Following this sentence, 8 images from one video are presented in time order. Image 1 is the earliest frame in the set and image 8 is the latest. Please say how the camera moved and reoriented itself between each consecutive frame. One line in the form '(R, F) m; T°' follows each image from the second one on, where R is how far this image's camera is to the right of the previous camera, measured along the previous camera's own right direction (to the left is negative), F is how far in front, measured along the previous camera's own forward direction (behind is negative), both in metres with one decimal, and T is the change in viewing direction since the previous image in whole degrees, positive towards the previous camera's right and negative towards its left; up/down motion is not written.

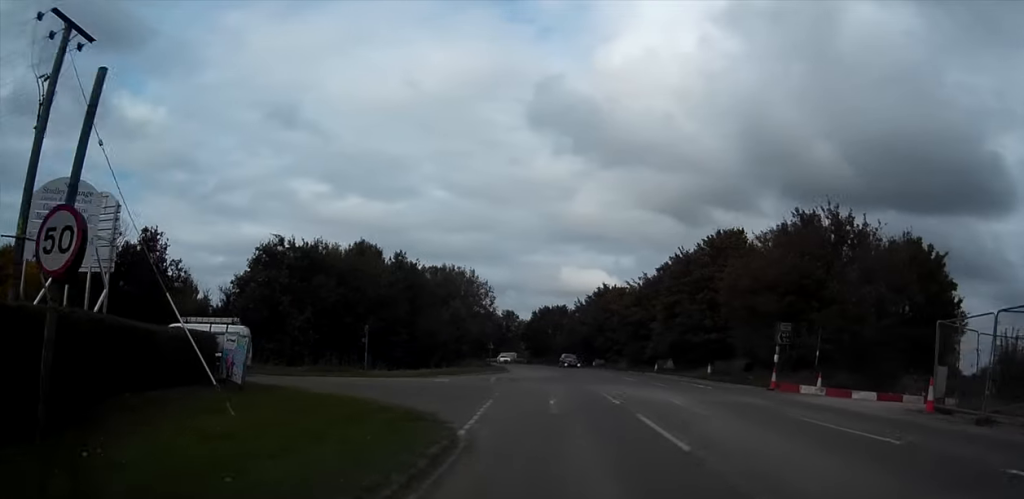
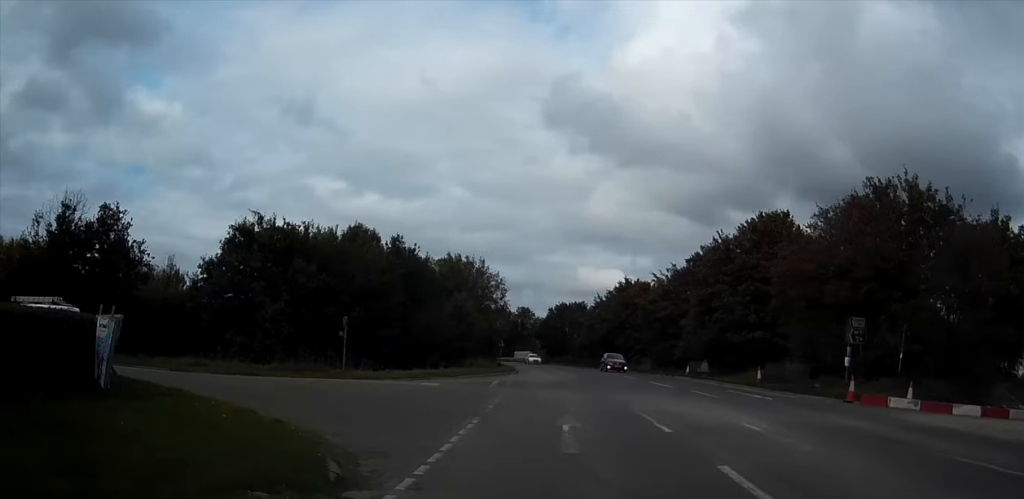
(0.0, +7.2) m; -1°
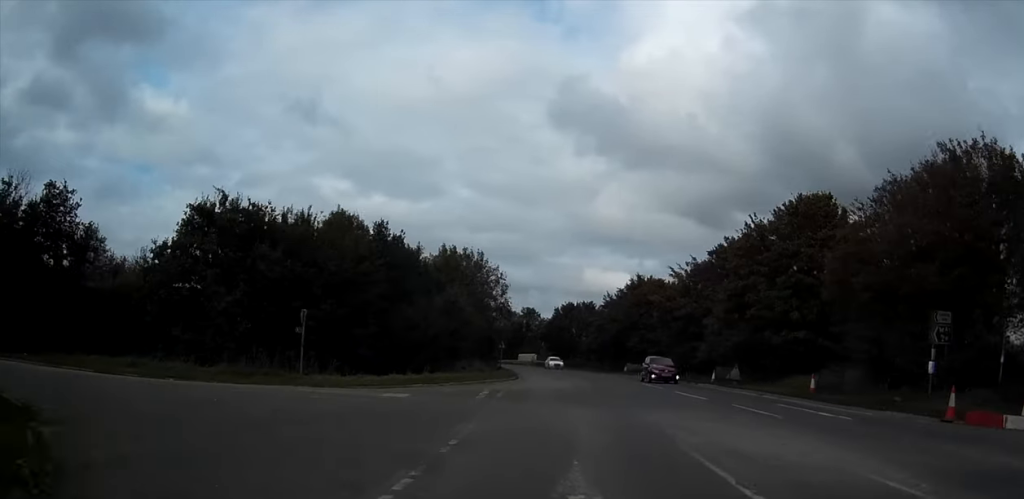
(-0.1, +6.4) m; -1°
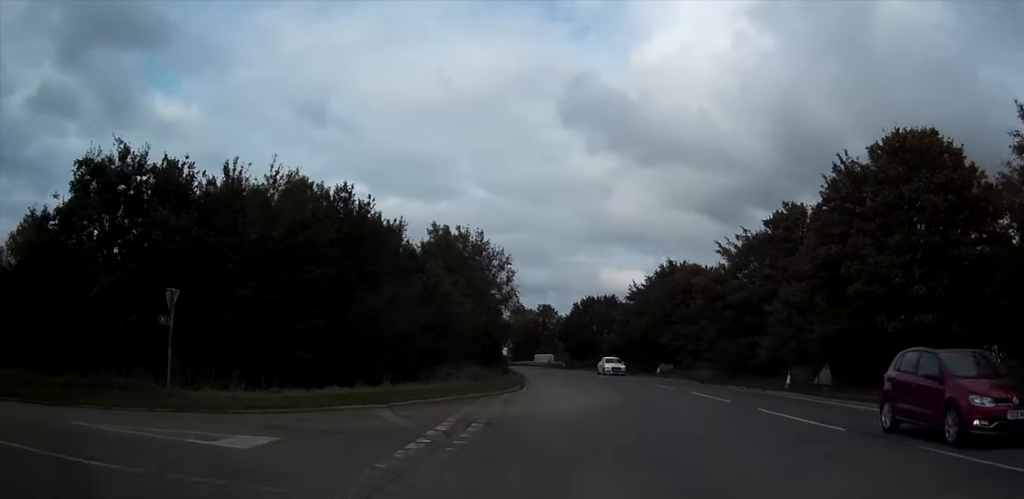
(-0.1, +10.5) m; -1°
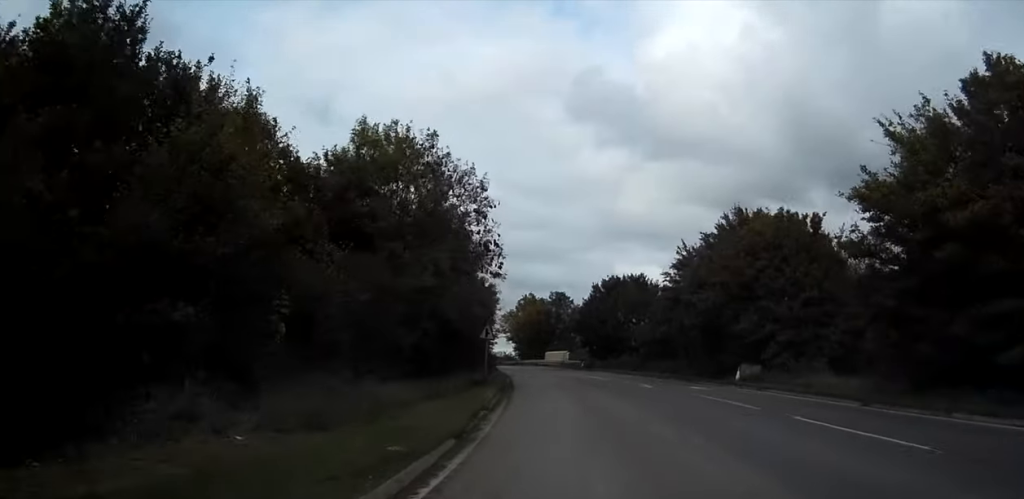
(-0.1, +20.9) m; -1°
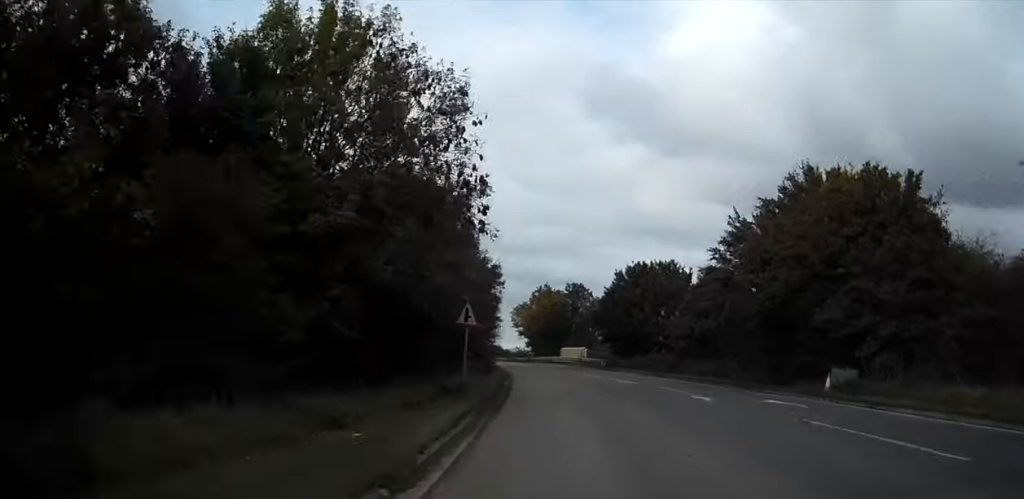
(-0.1, +9.9) m; -1°
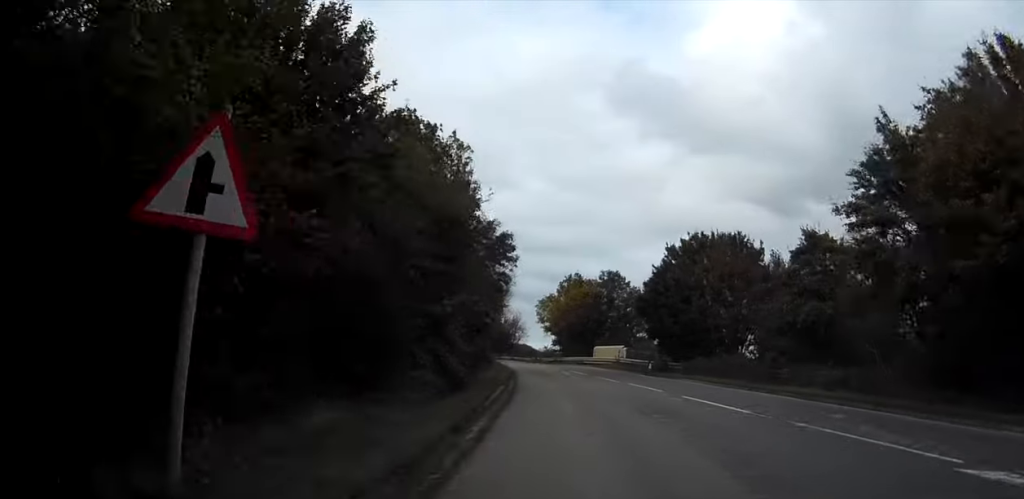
(-0.1, +16.2) m; -1°
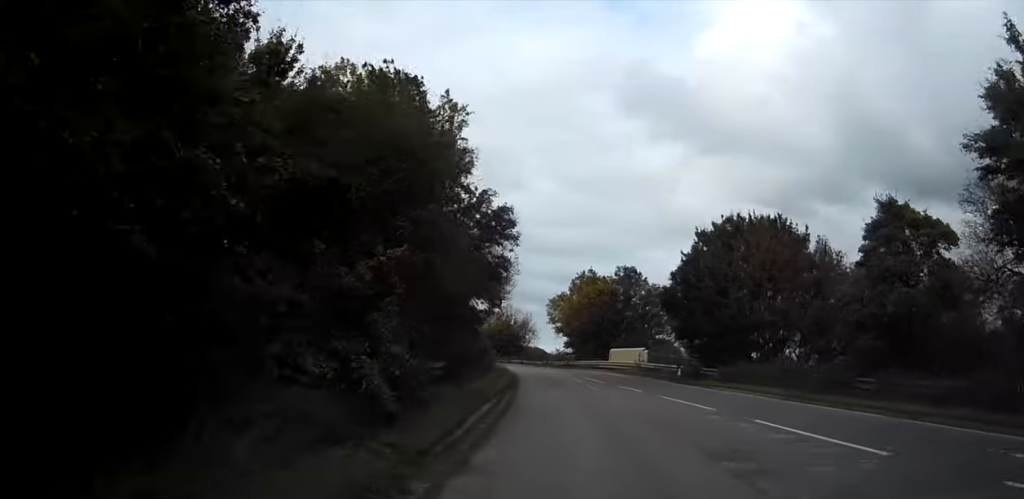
(0.0, +7.6) m; -1°
